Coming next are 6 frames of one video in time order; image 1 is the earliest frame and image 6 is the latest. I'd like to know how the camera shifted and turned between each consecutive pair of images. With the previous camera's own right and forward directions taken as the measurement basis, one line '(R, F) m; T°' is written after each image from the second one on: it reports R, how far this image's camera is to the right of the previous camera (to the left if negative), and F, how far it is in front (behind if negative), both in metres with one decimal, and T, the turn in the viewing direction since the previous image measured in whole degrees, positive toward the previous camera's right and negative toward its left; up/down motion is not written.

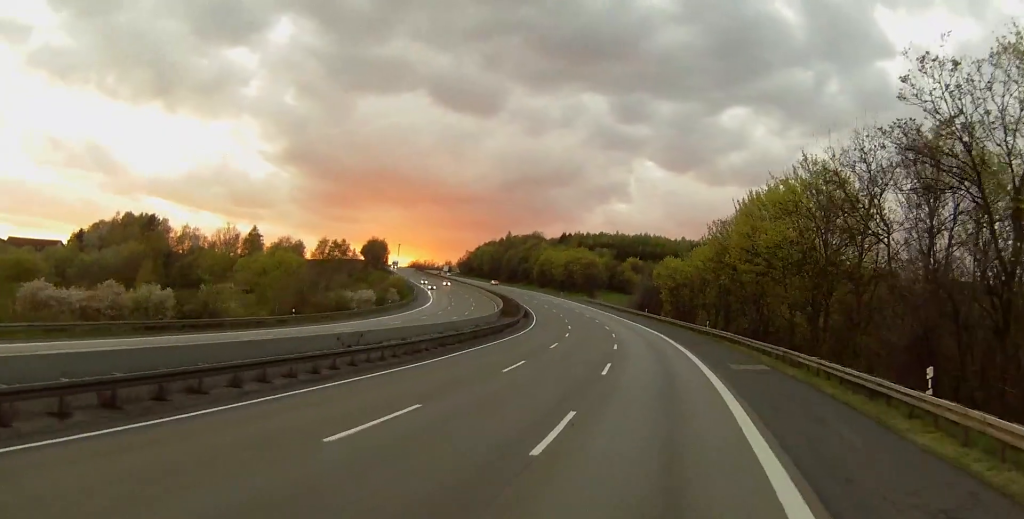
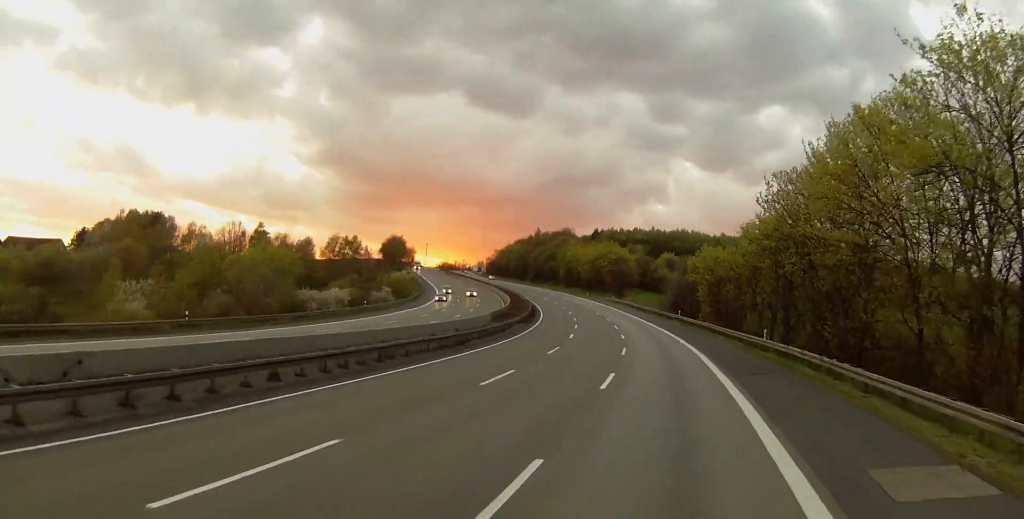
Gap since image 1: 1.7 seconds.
(-1.3, +24.0) m; -7°
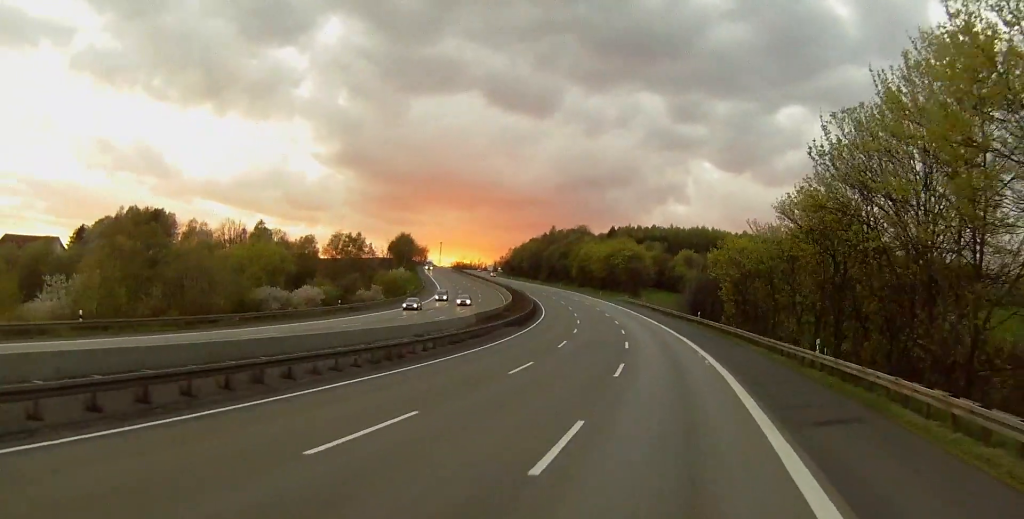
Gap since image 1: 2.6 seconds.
(-0.6, +13.4) m; -3°
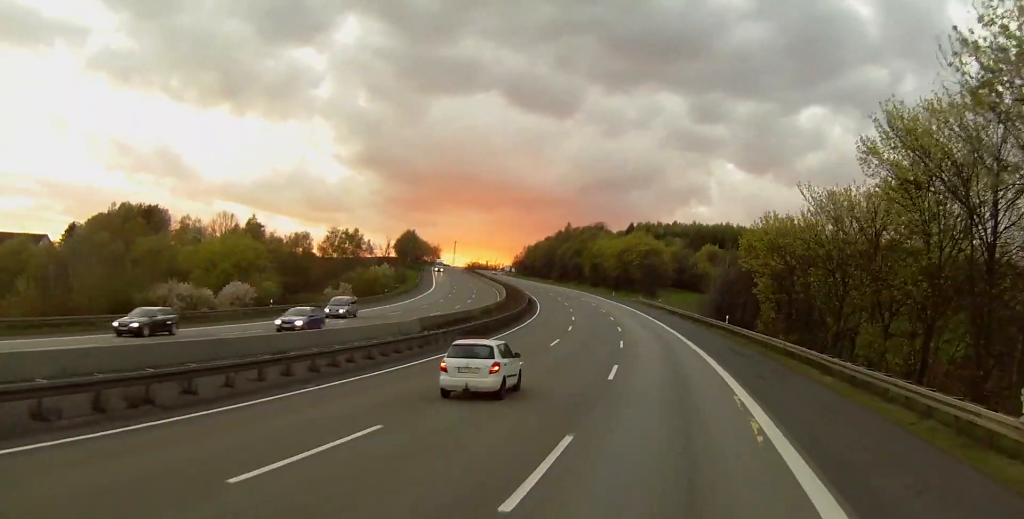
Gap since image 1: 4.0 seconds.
(+0.1, +19.7) m; -1°
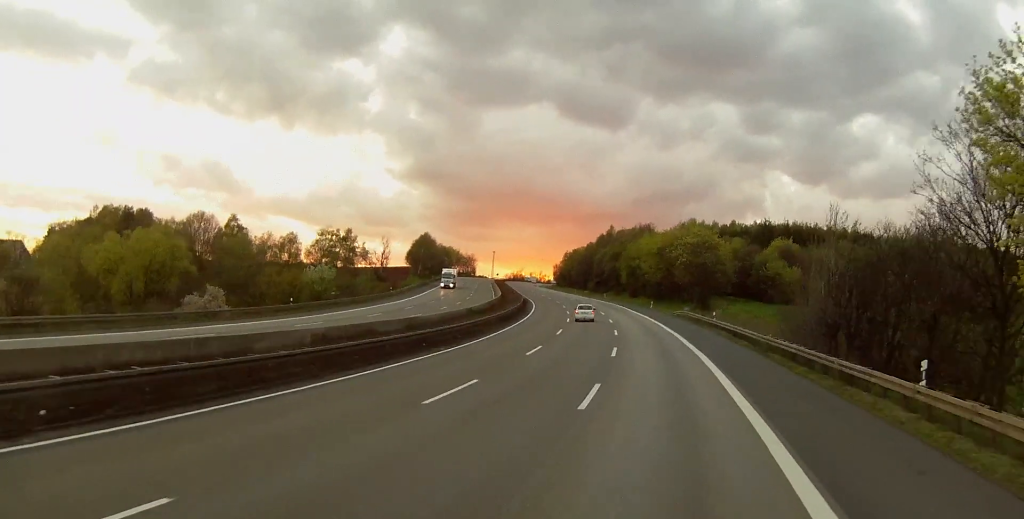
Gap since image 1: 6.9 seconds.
(-3.3, +43.7) m; -7°
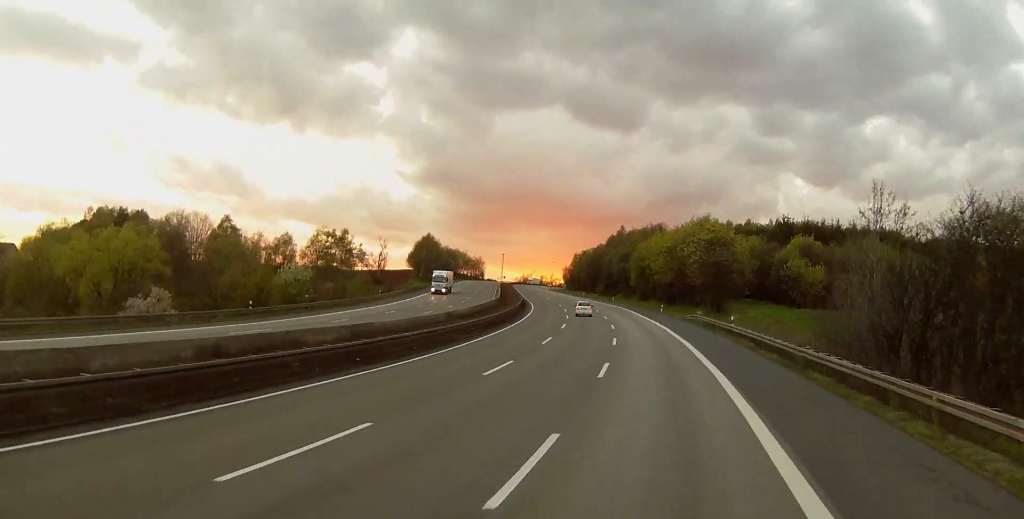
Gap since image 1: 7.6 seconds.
(-0.2, +10.1) m; 0°
